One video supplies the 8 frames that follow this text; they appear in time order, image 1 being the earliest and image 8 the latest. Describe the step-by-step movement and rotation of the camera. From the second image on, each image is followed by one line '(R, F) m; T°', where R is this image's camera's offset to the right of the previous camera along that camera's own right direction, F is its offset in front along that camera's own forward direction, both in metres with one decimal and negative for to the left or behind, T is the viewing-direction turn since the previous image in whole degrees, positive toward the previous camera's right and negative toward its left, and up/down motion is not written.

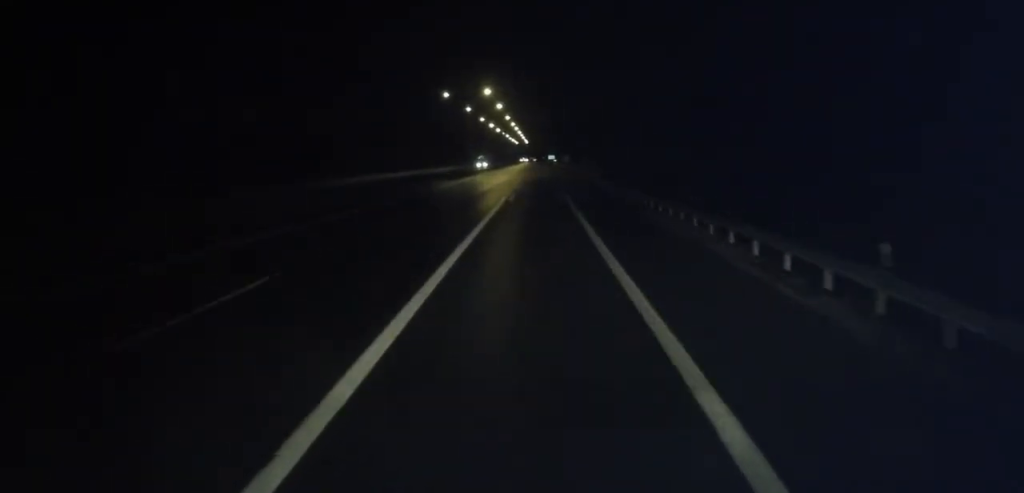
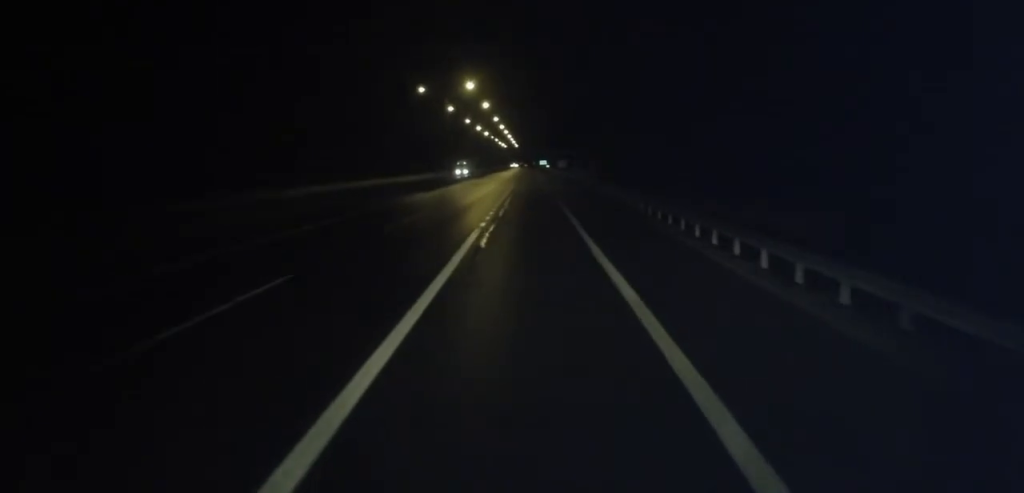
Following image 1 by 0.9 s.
(+0.5, +16.1) m; +3°
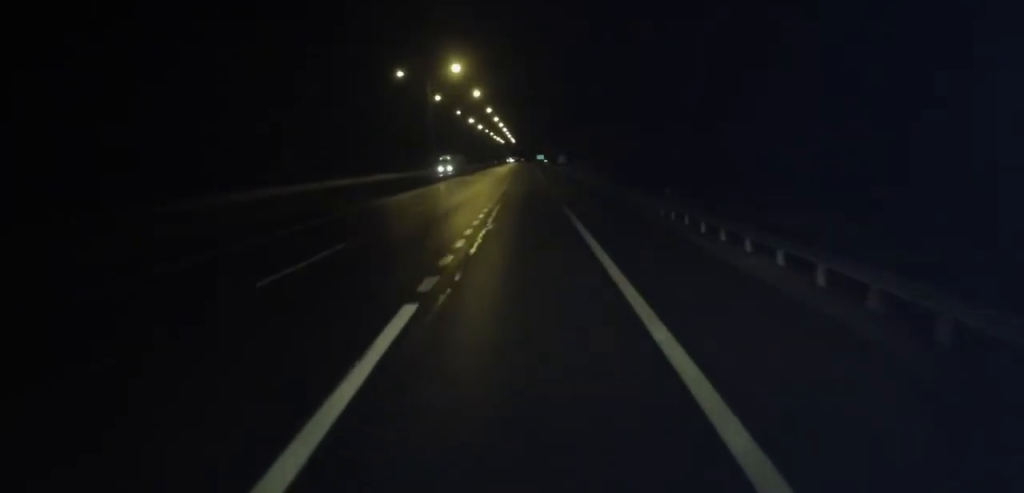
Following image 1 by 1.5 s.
(-0.2, +12.5) m; +2°
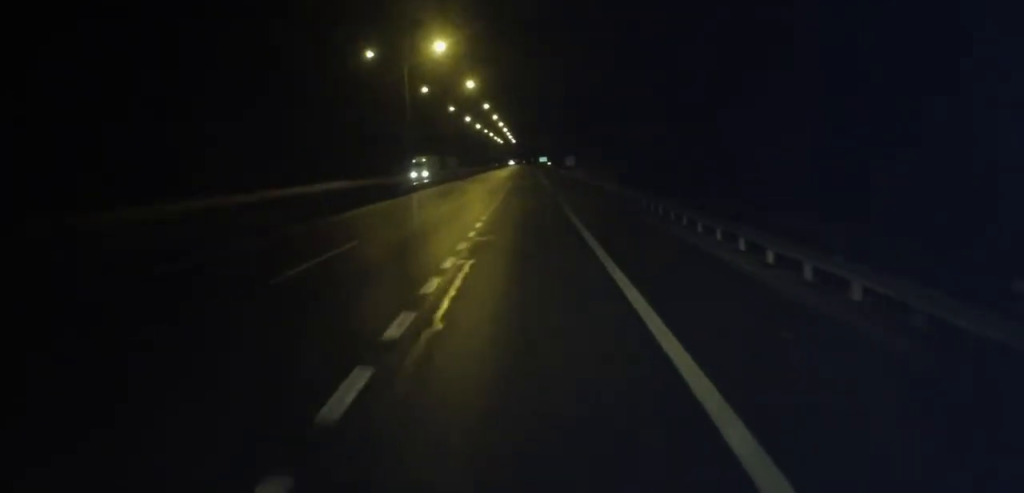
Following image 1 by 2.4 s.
(+0.7, +16.7) m; +1°
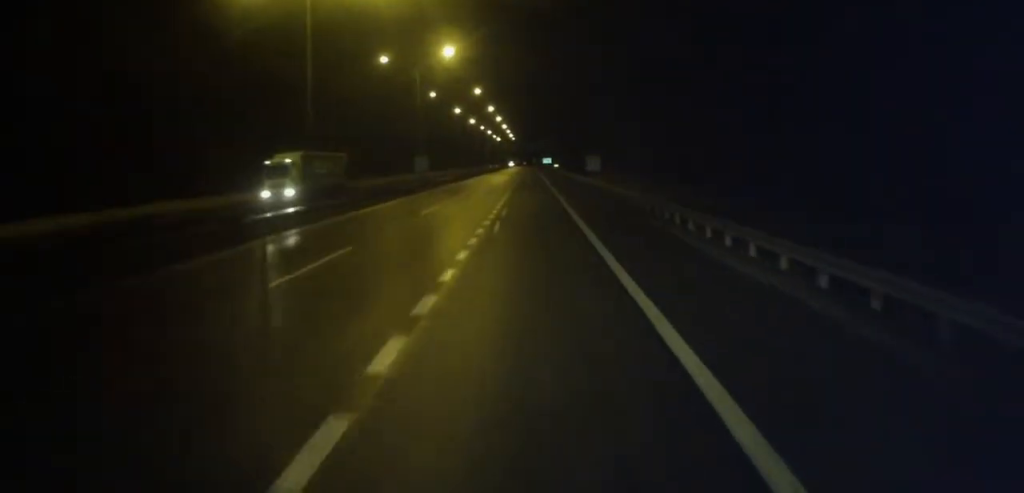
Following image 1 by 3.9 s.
(-0.3, +29.8) m; -1°
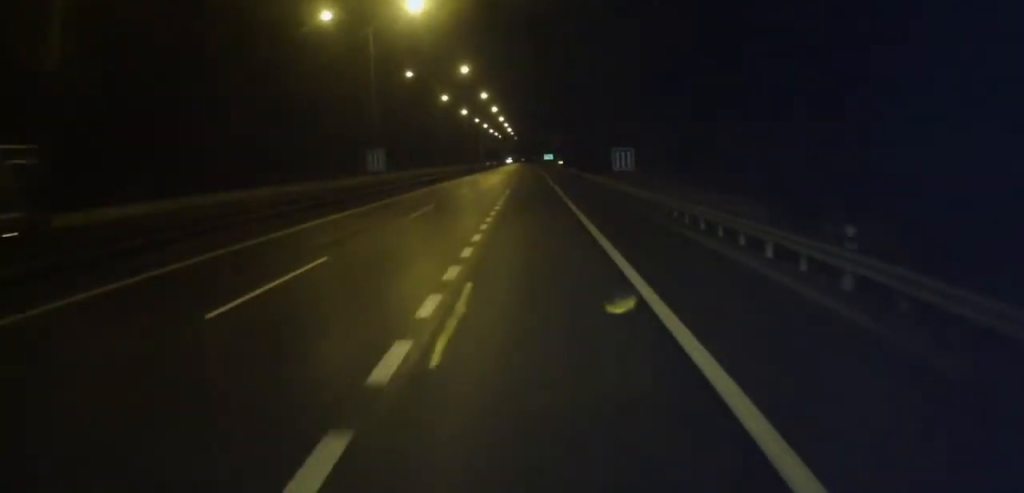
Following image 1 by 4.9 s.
(0.0, +20.3) m; 0°
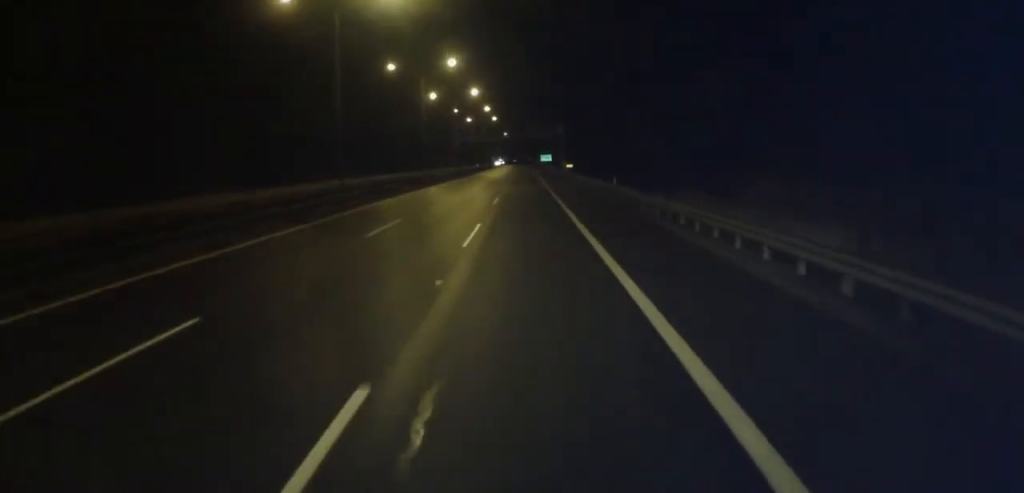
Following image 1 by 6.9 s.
(+0.3, +41.7) m; 0°
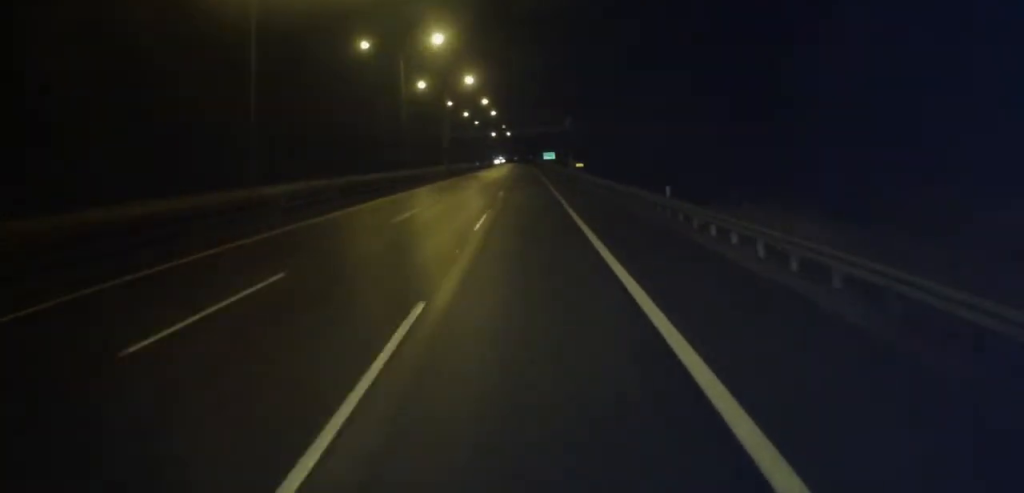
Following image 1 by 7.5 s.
(-0.1, +13.3) m; 0°
